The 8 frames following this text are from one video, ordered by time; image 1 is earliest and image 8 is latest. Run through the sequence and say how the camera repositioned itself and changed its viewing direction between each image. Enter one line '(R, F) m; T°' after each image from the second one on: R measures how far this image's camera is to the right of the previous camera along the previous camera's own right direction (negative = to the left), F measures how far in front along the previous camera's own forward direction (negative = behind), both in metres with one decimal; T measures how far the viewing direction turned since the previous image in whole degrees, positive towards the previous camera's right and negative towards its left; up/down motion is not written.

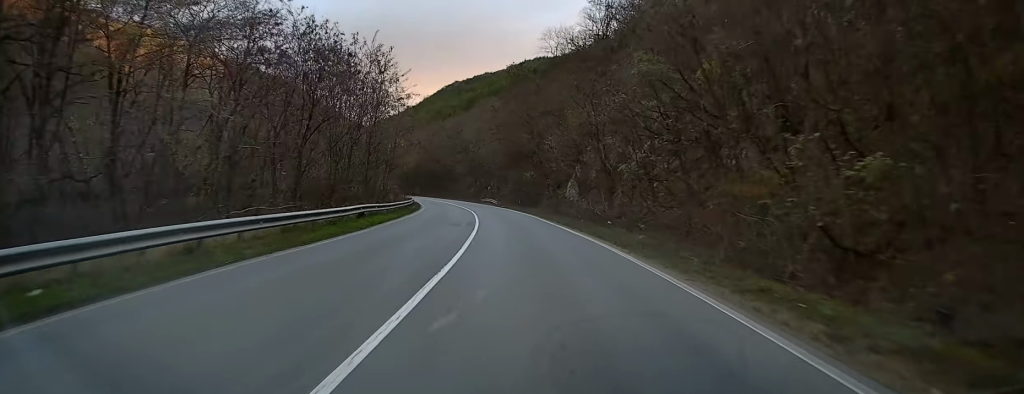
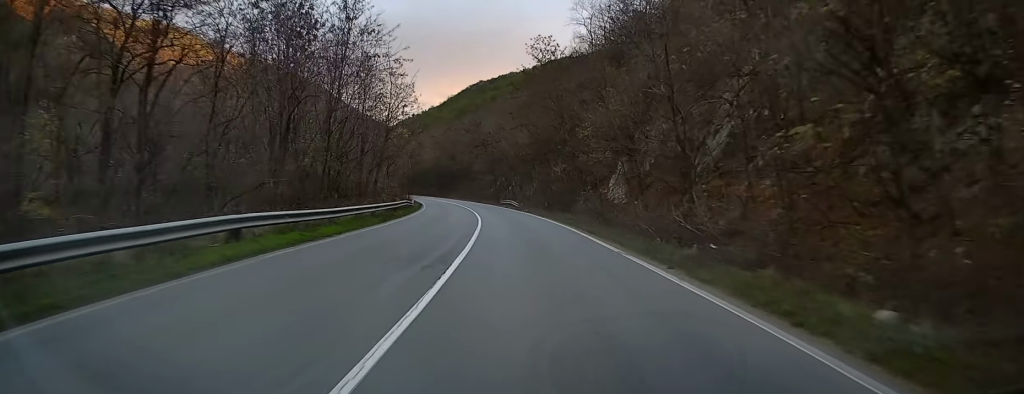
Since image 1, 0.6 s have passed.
(-0.5, +14.5) m; -2°
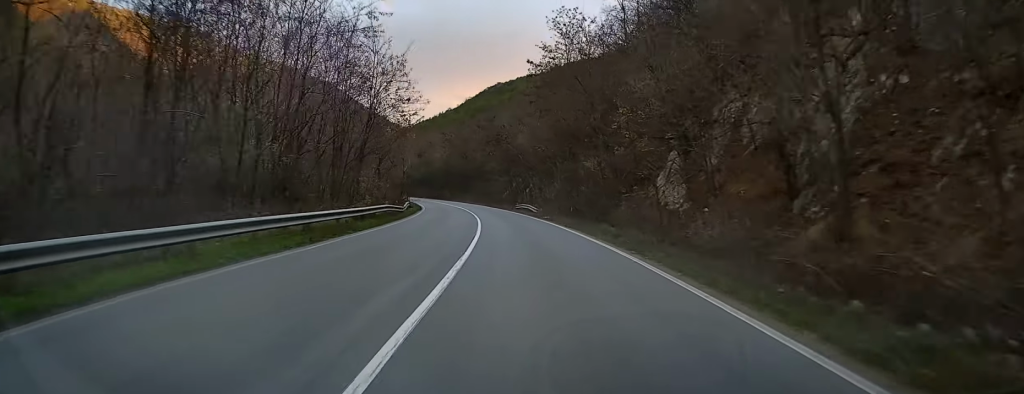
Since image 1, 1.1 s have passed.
(-0.2, +11.5) m; -2°
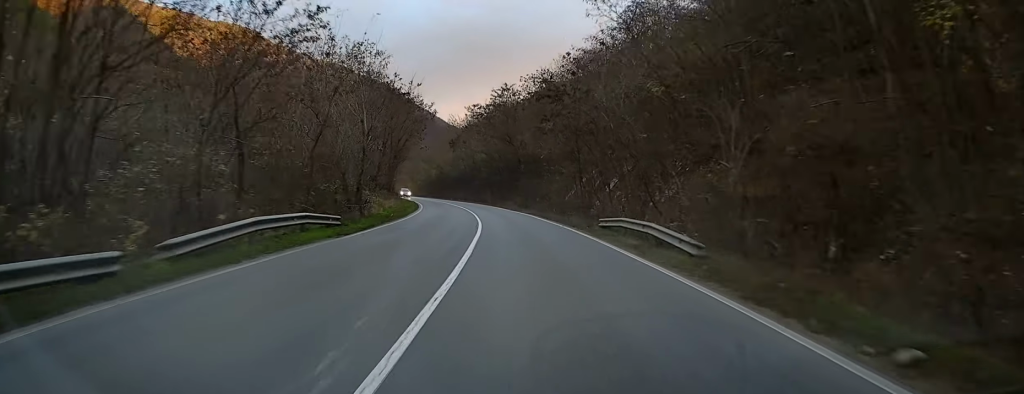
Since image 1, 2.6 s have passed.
(-1.4, +34.8) m; -5°
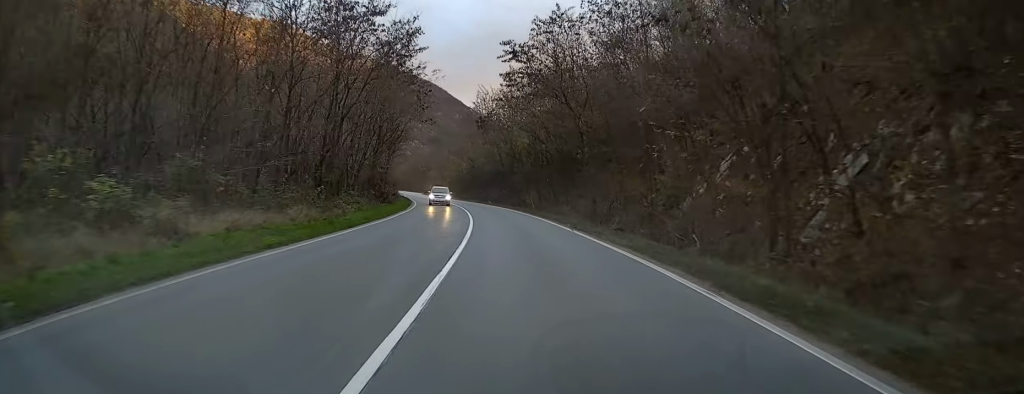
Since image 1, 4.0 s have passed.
(-1.1, +30.8) m; -4°
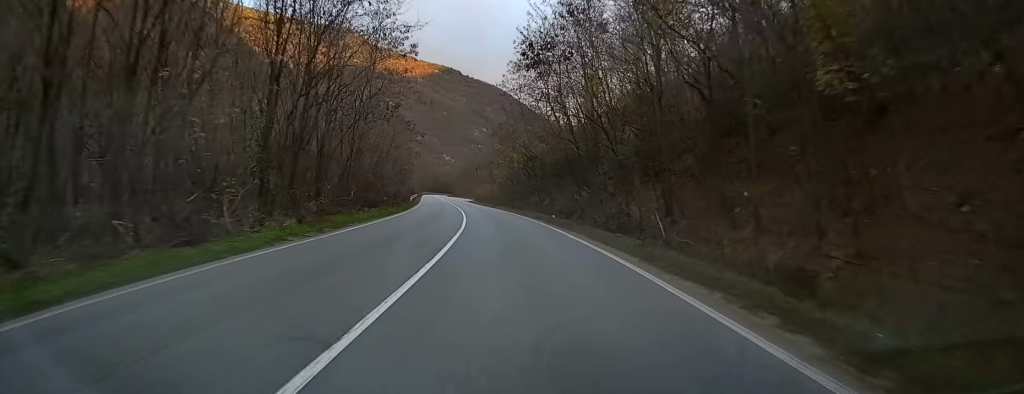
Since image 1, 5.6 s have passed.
(-1.9, +37.3) m; -6°
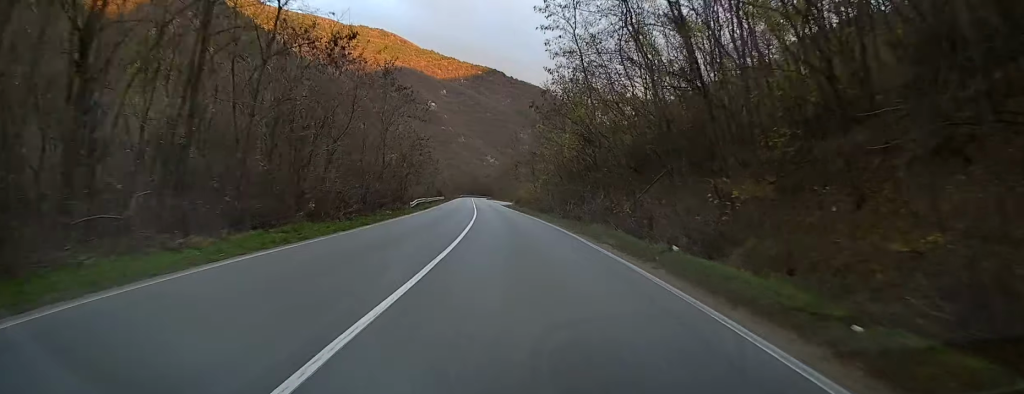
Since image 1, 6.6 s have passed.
(-0.8, +23.4) m; -3°
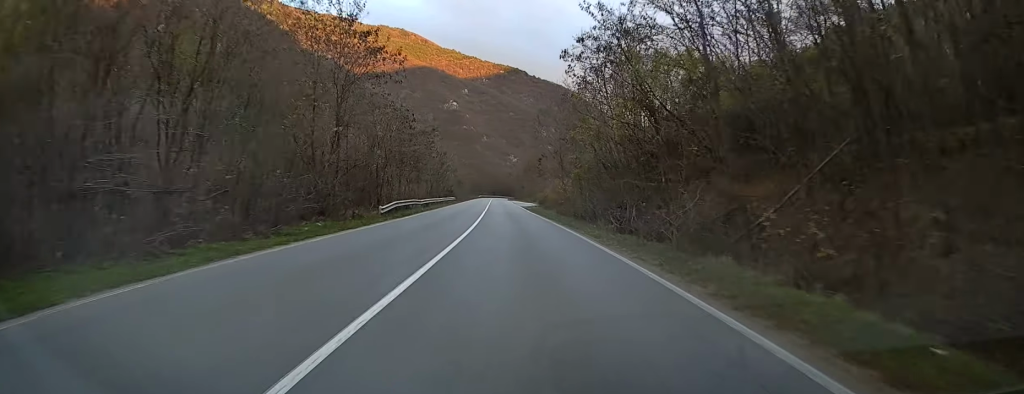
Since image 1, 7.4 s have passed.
(-0.3, +16.5) m; -2°
